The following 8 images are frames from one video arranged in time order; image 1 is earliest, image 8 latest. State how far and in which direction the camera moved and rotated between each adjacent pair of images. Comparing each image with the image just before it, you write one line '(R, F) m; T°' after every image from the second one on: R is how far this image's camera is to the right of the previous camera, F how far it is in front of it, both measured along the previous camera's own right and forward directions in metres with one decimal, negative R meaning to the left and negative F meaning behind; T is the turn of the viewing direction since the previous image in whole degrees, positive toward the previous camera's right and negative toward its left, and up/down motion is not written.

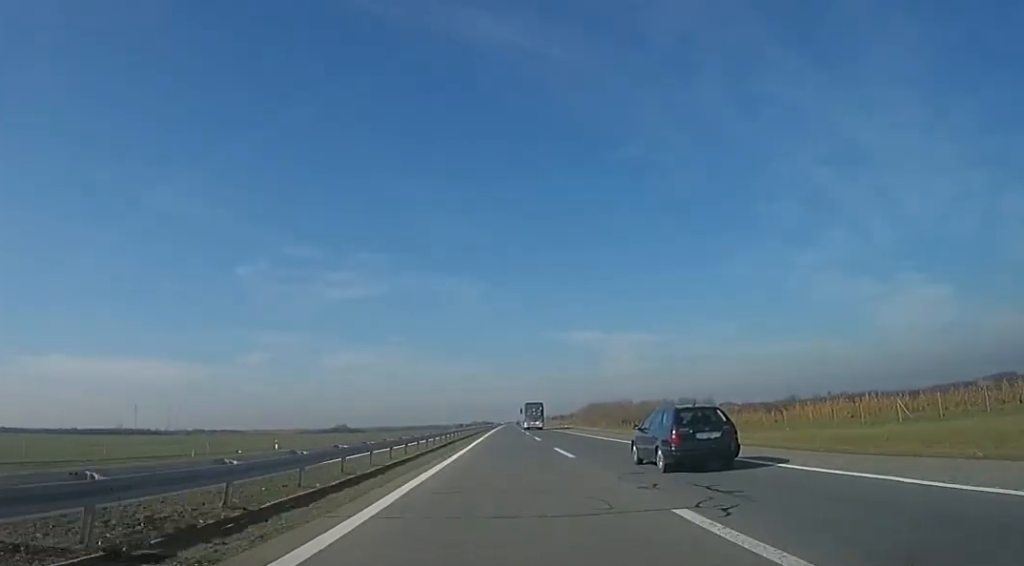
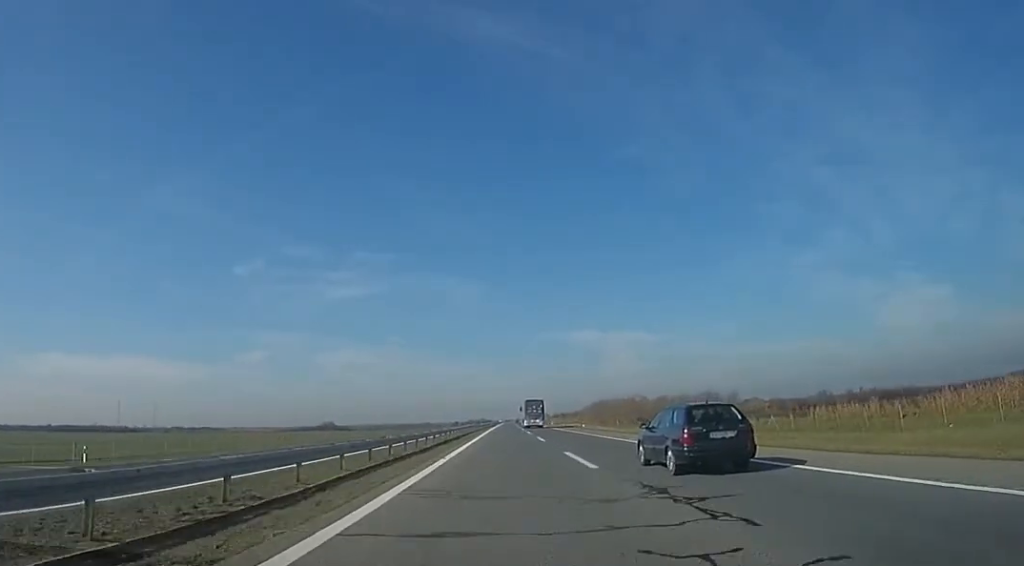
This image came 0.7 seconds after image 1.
(-0.1, +23.9) m; 0°
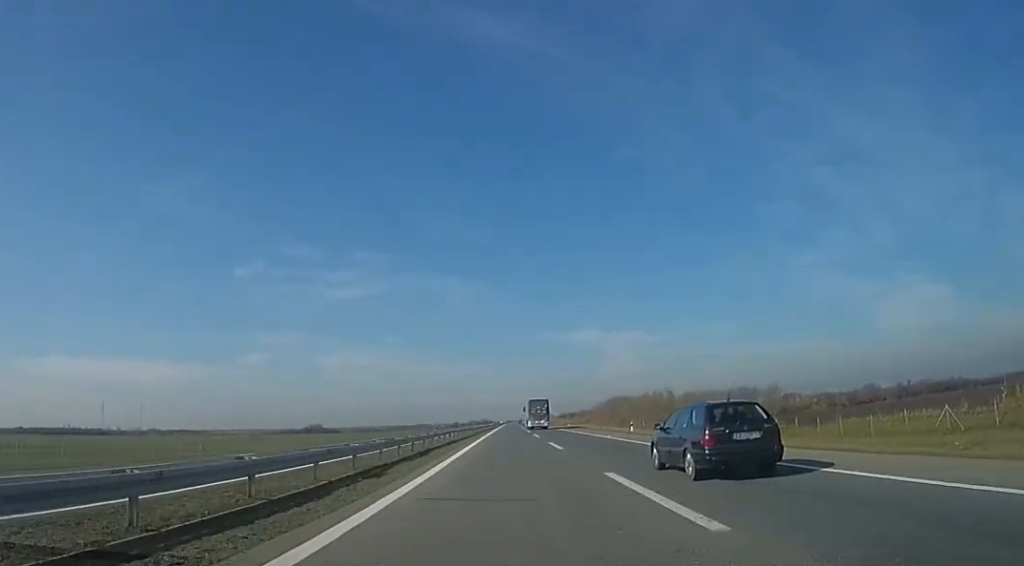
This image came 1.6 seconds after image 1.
(+0.1, +27.1) m; -2°
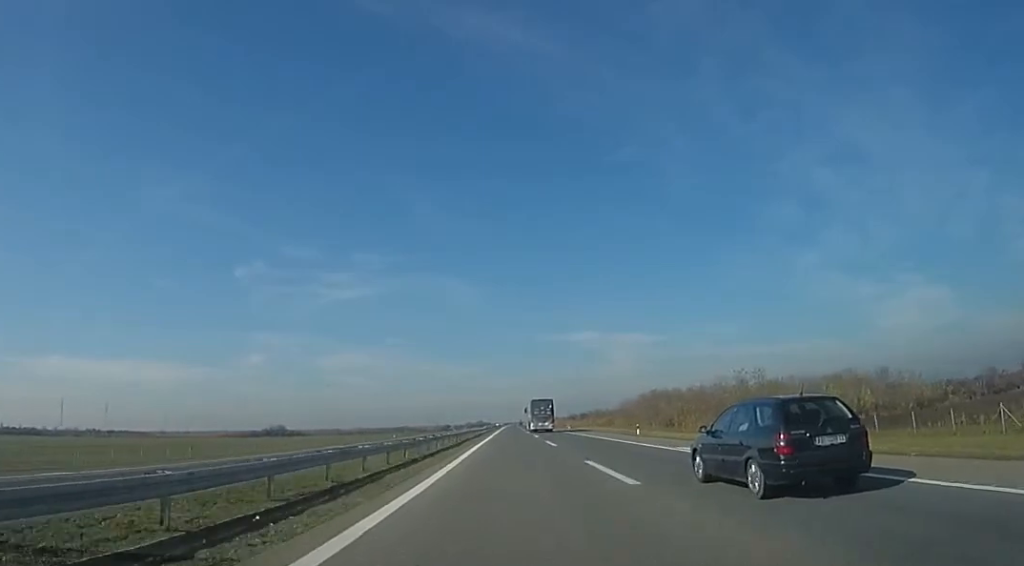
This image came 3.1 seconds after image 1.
(-0.5, +50.9) m; +1°
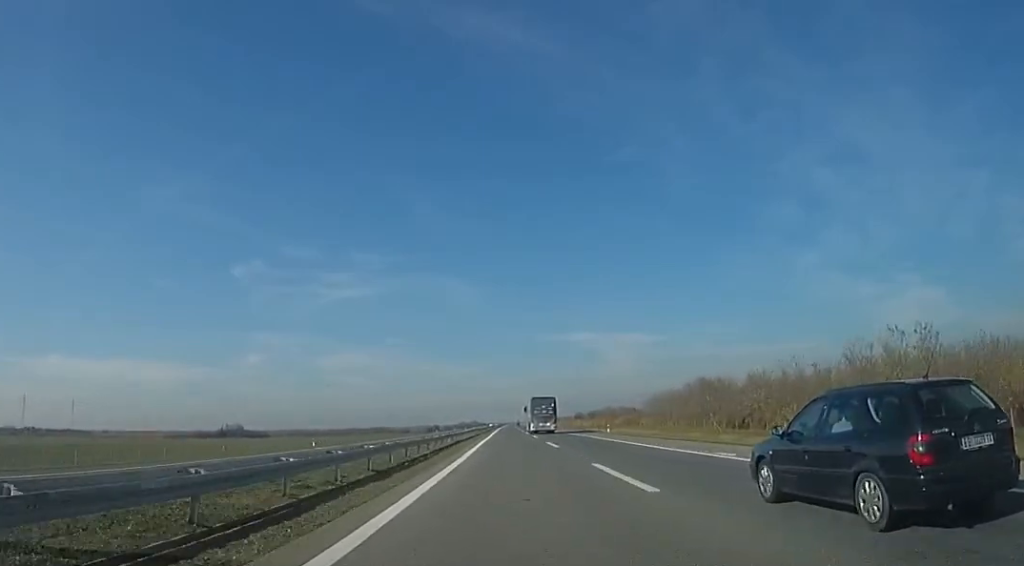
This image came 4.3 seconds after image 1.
(+0.6, +38.6) m; +1°
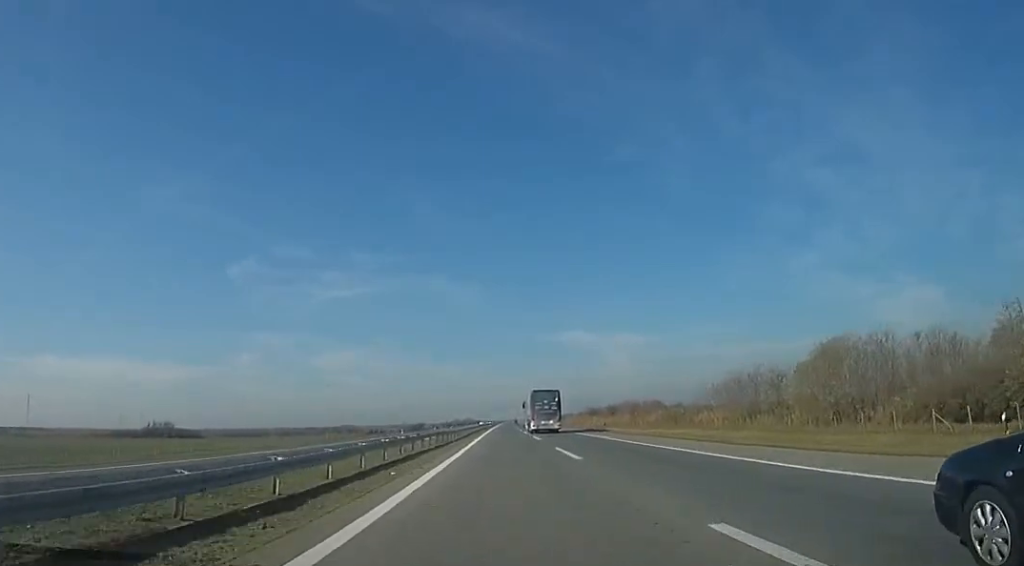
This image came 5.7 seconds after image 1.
(-0.1, +47.3) m; 0°
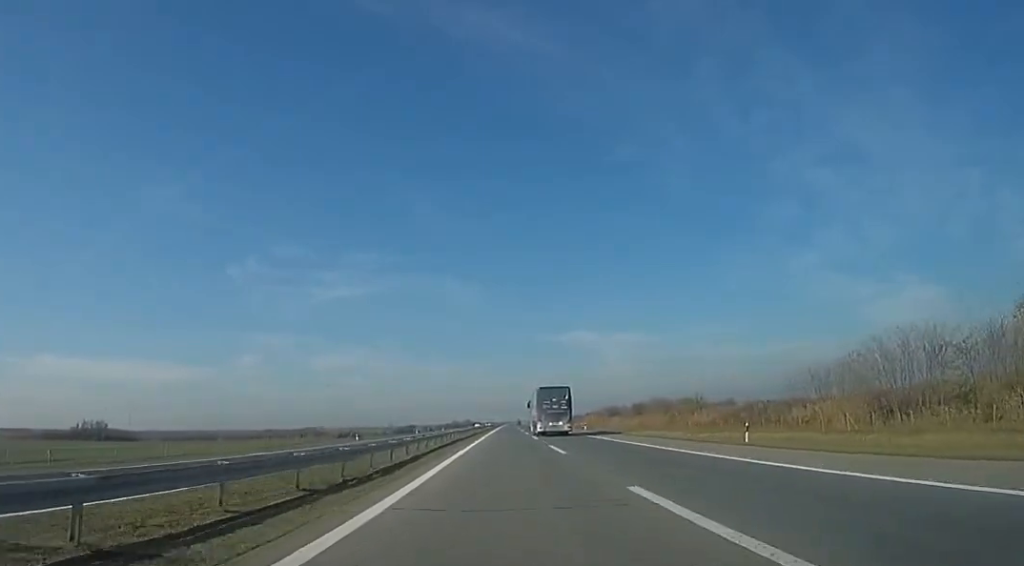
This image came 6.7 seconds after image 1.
(+0.2, +33.8) m; 0°
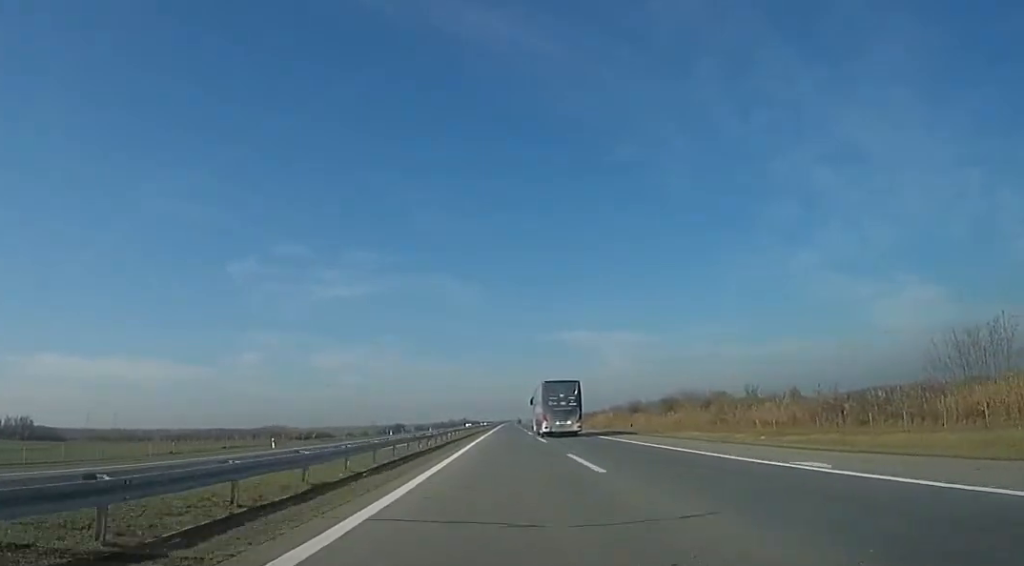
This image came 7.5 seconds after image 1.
(0.0, +27.3) m; 0°
